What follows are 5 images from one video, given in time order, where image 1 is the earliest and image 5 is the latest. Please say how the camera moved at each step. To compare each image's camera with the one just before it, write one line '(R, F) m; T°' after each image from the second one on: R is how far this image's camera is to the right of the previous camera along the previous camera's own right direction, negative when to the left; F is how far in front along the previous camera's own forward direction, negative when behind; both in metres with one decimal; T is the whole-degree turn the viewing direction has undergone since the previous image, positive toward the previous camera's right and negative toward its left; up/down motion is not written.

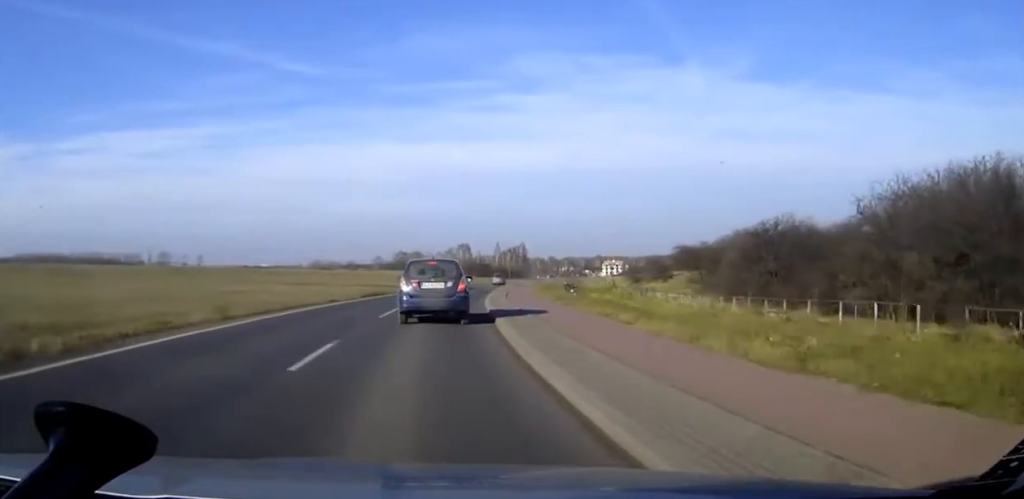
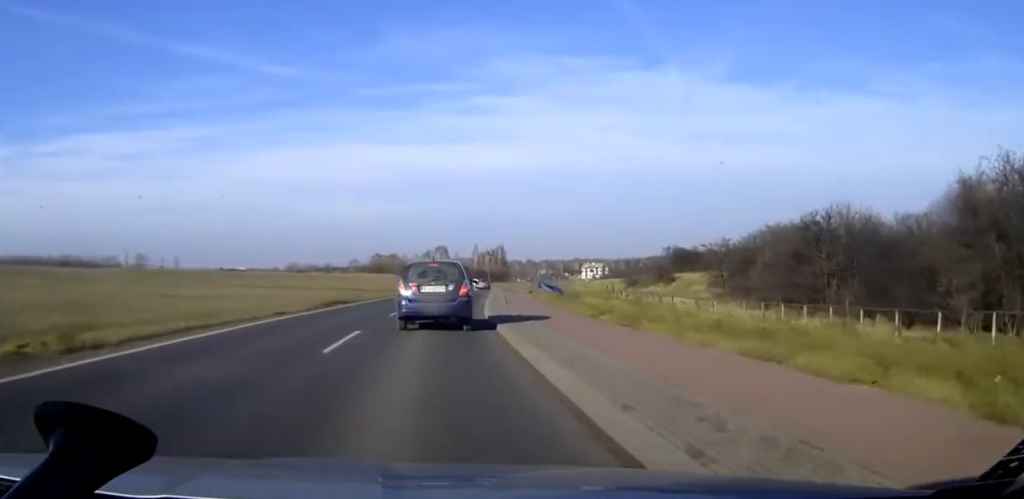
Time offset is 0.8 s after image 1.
(+0.2, +9.1) m; +2°
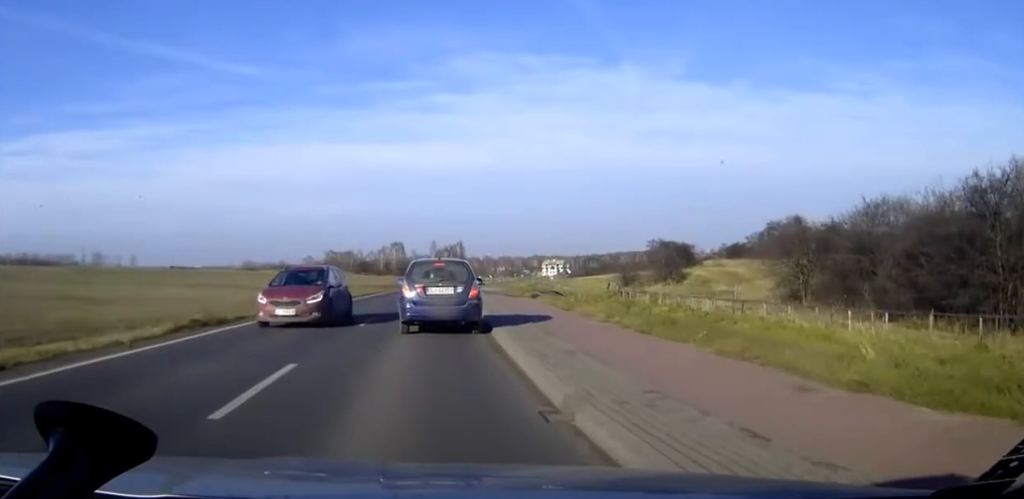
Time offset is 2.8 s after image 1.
(+0.5, +16.8) m; +3°
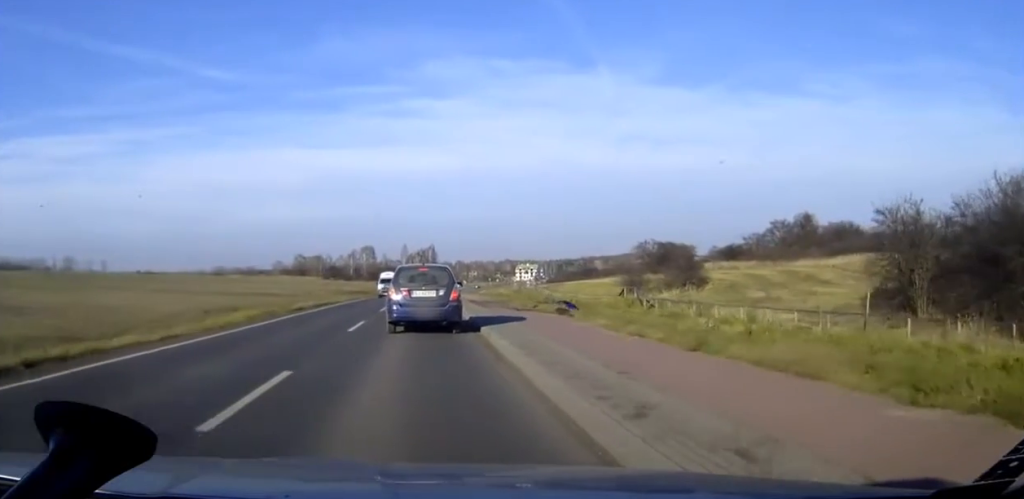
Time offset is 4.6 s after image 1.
(+0.1, +10.6) m; +2°
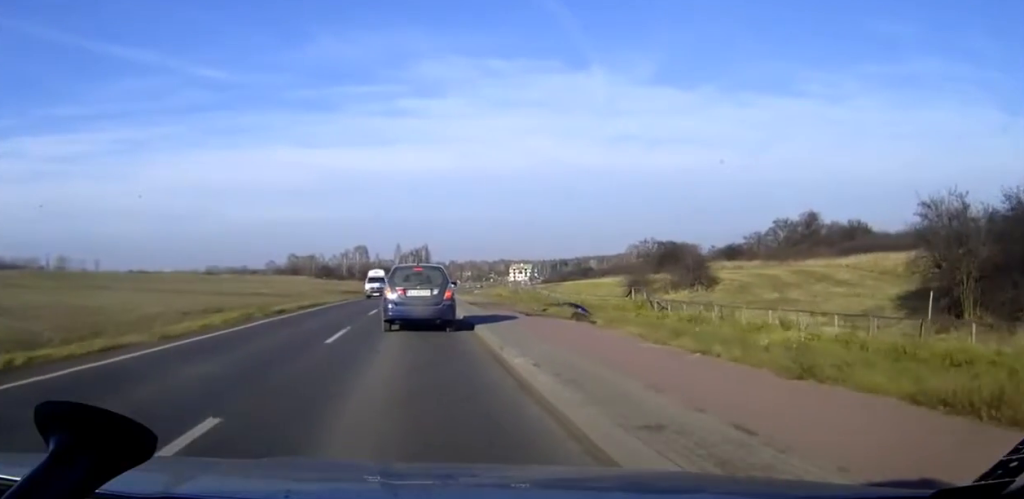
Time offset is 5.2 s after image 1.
(0.0, +3.0) m; 0°
